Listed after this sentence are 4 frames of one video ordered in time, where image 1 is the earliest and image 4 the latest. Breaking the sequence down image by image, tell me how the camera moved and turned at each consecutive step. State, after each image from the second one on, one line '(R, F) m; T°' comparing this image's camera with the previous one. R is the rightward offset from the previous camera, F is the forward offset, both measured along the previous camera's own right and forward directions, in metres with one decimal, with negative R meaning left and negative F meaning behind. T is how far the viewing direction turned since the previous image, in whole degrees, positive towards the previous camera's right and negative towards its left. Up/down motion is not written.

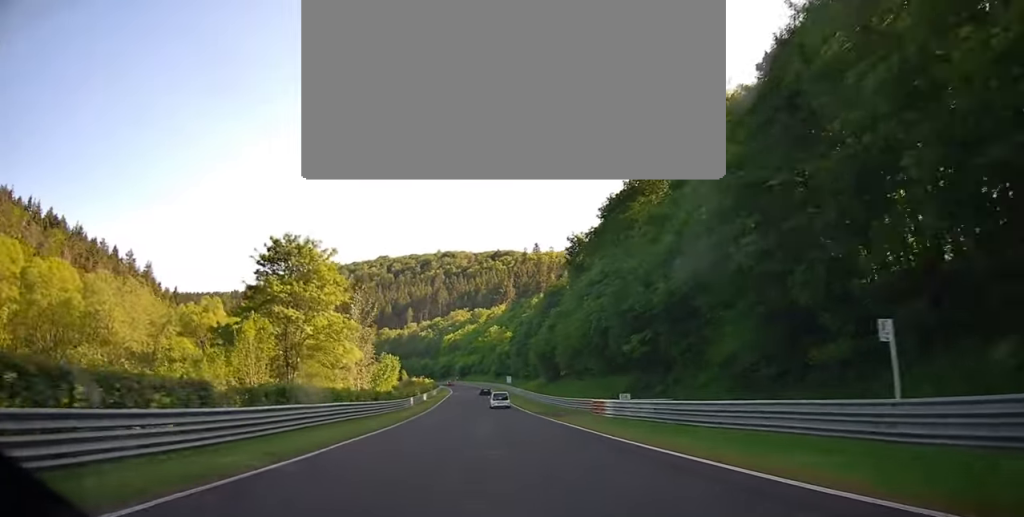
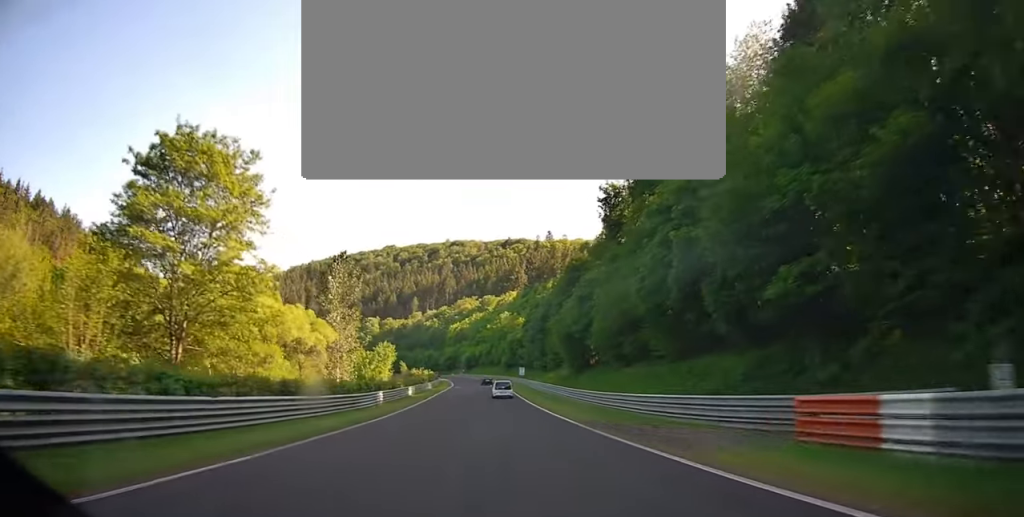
(-0.2, +20.9) m; -1°
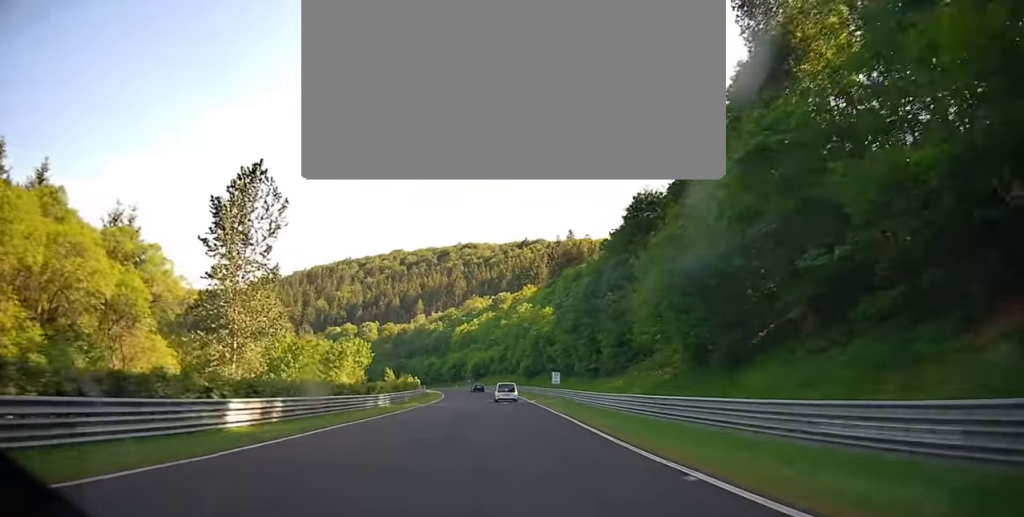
(-0.7, +40.7) m; -3°
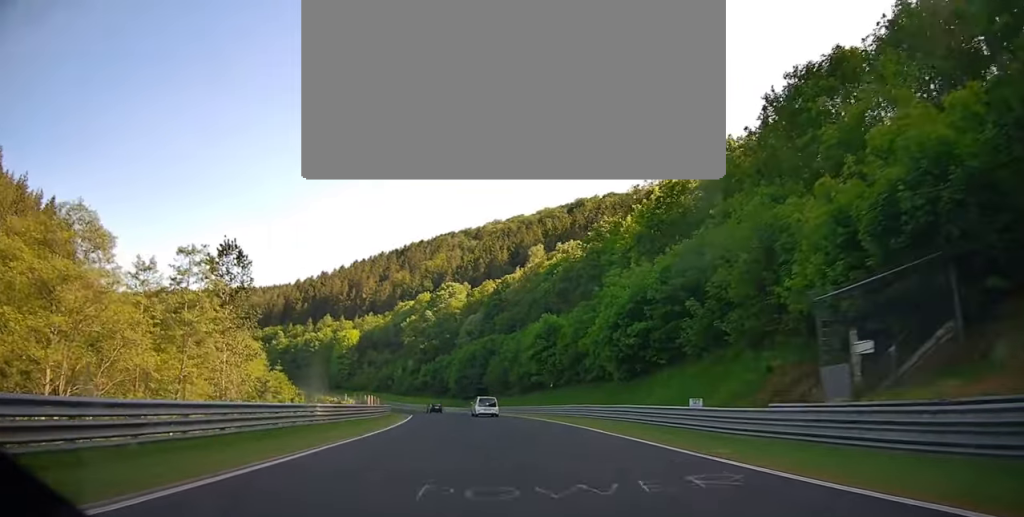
(-16.1, +119.2) m; -16°
